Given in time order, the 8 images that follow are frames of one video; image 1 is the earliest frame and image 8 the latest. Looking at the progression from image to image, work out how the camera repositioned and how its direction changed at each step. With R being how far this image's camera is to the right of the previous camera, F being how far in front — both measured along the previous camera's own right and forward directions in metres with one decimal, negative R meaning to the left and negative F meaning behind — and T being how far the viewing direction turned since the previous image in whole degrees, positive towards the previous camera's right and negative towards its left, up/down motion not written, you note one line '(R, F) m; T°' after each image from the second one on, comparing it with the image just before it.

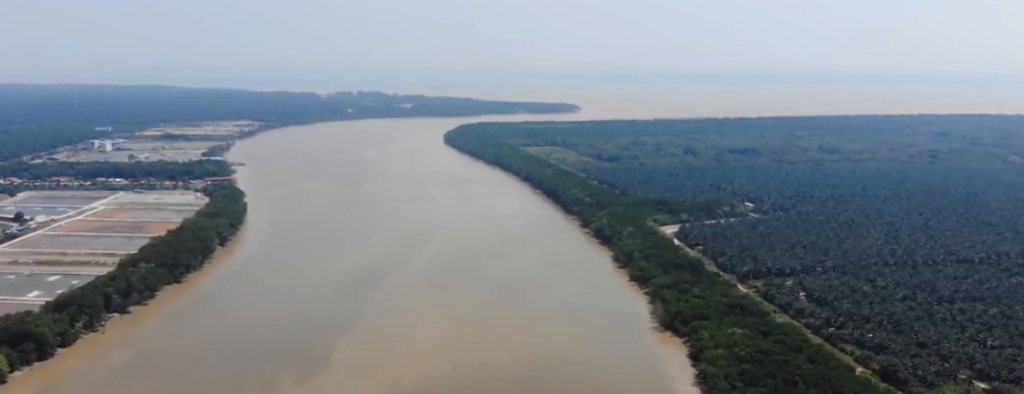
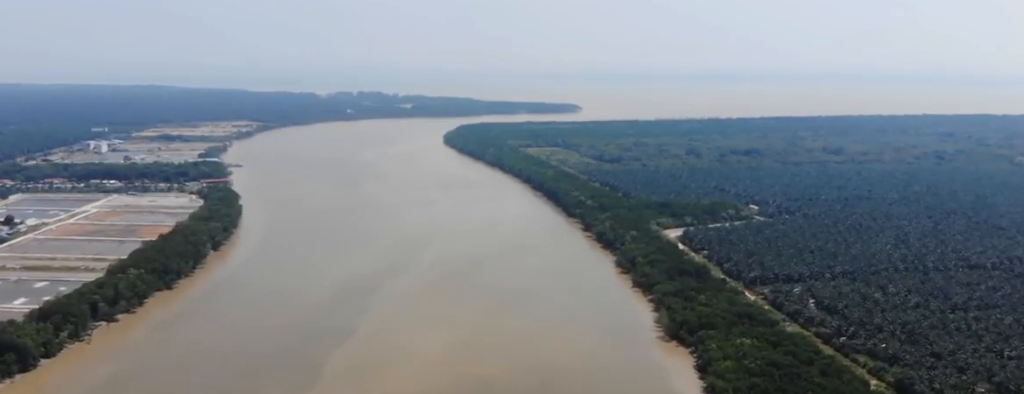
(+0.1, +17.8) m; 0°
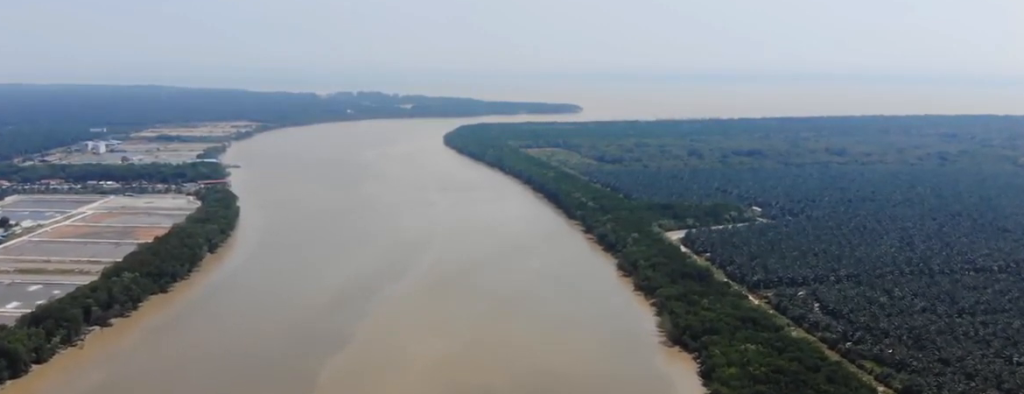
(0.0, +8.8) m; 0°
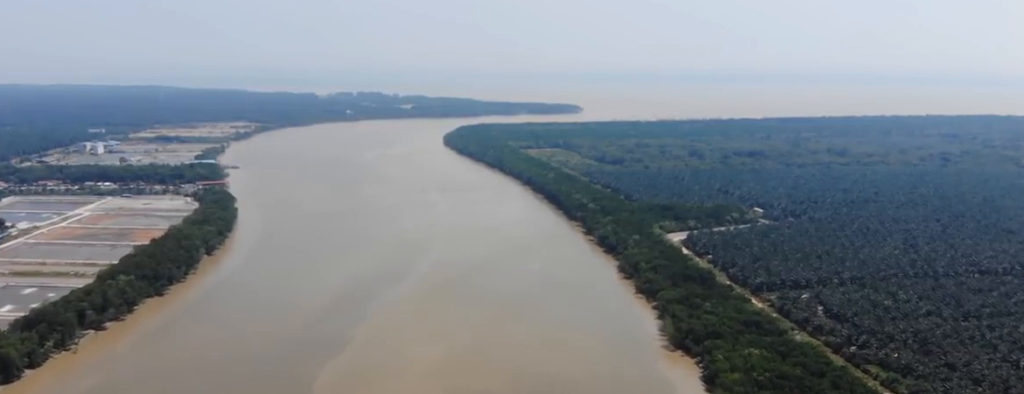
(0.0, +7.1) m; 0°
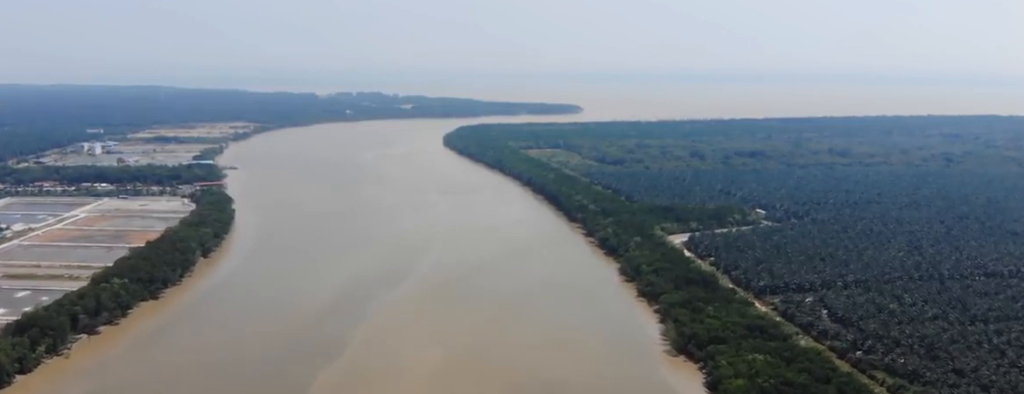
(0.0, +8.4) m; 0°
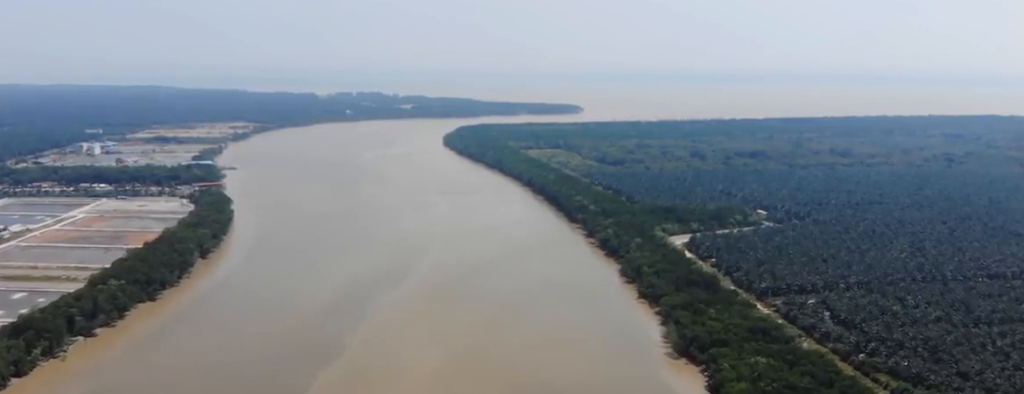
(0.0, +4.3) m; 0°
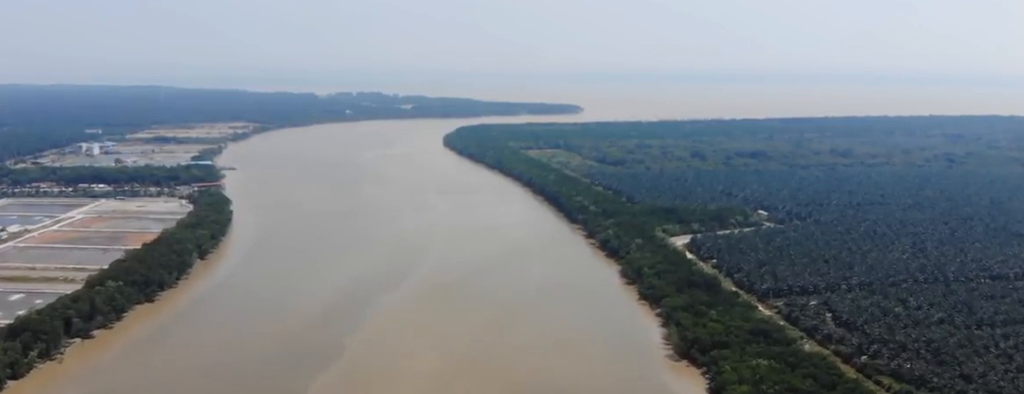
(0.0, +3.3) m; 0°
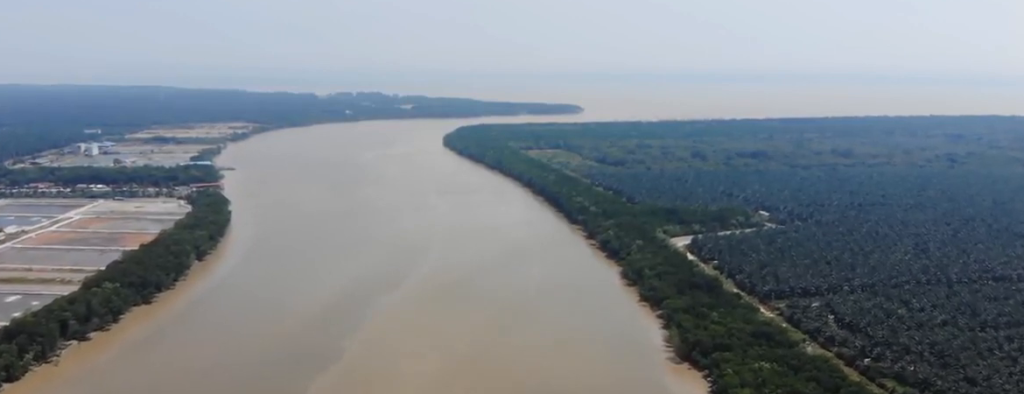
(0.0, +4.3) m; 0°
